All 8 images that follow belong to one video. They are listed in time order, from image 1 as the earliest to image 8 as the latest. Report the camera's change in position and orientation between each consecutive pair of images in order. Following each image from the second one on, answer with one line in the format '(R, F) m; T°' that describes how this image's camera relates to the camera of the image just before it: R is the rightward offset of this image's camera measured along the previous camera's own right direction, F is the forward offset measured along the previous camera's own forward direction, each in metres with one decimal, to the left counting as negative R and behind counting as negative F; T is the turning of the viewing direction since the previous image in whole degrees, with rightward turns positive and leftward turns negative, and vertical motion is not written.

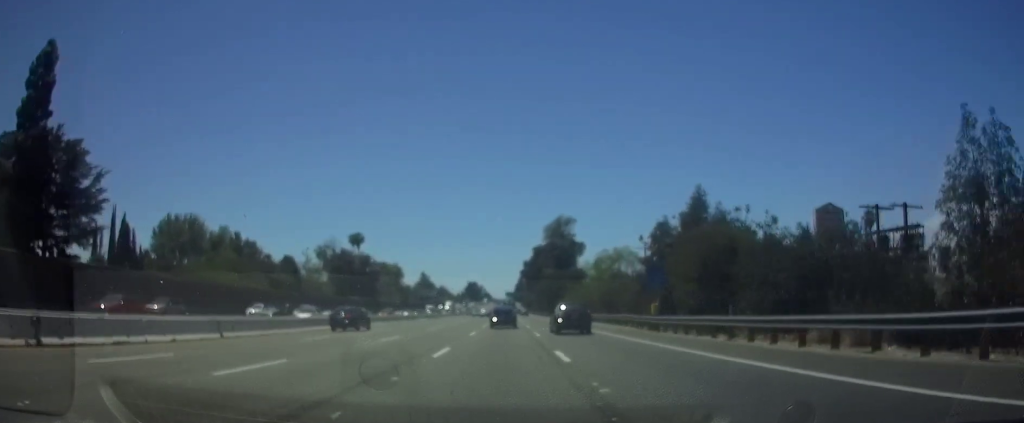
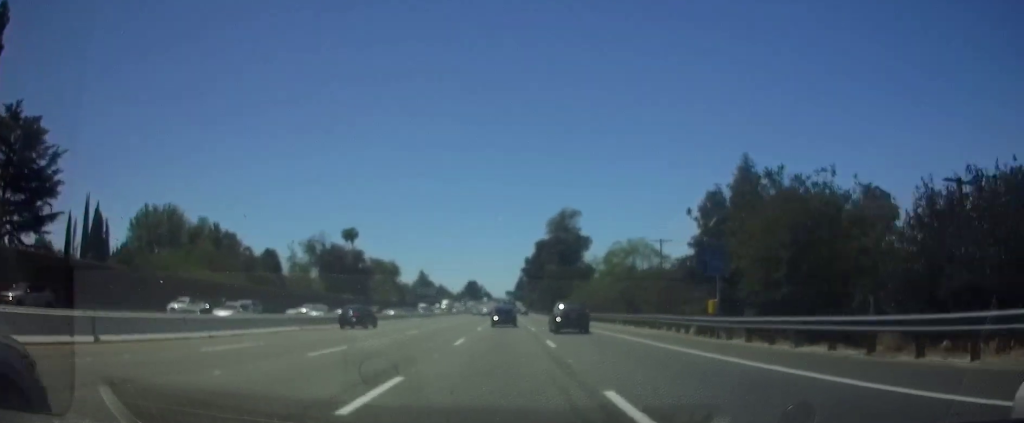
(0.0, +9.2) m; 0°
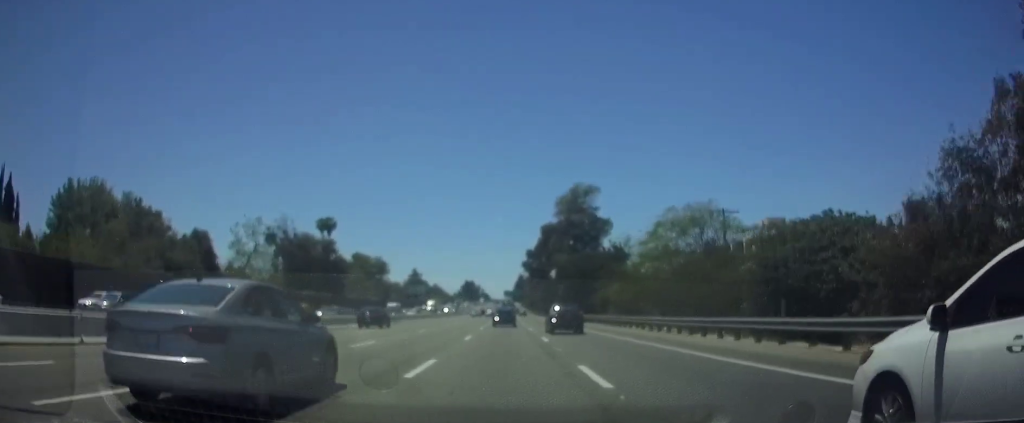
(-0.2, +25.2) m; 0°
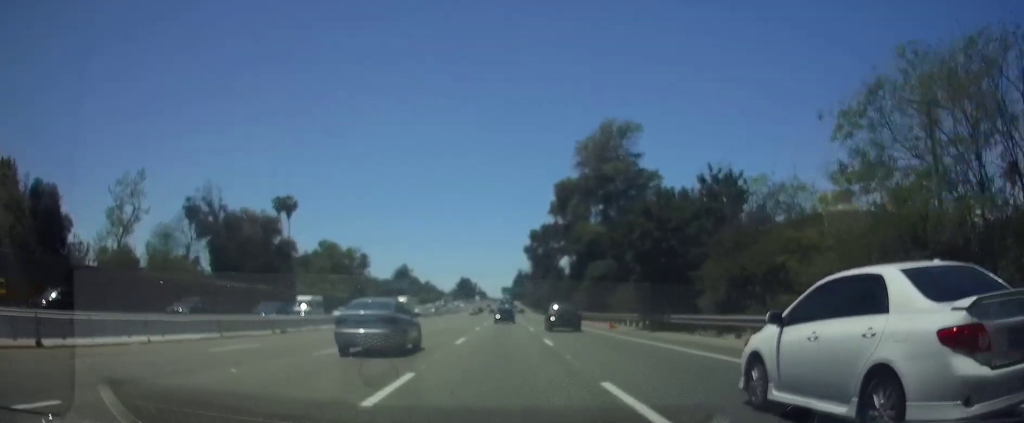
(+0.2, +32.4) m; +1°
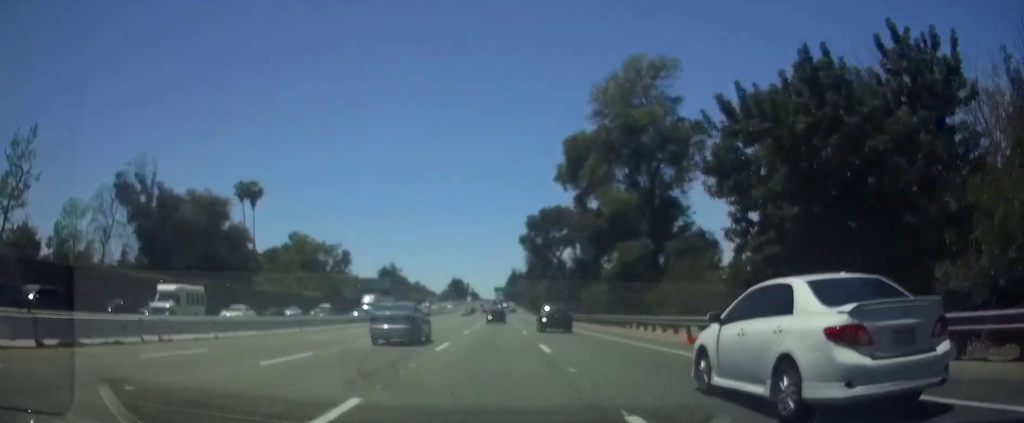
(0.0, +17.9) m; 0°
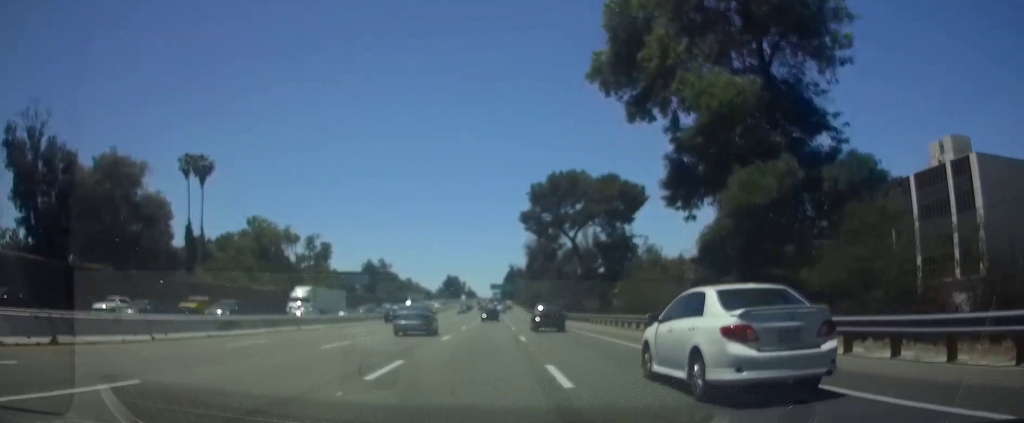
(+0.1, +22.8) m; 0°
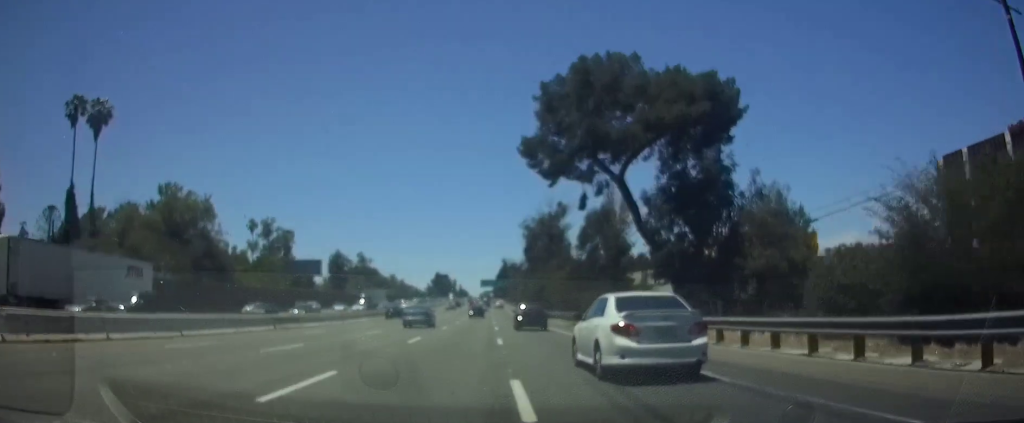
(+0.2, +31.9) m; +1°
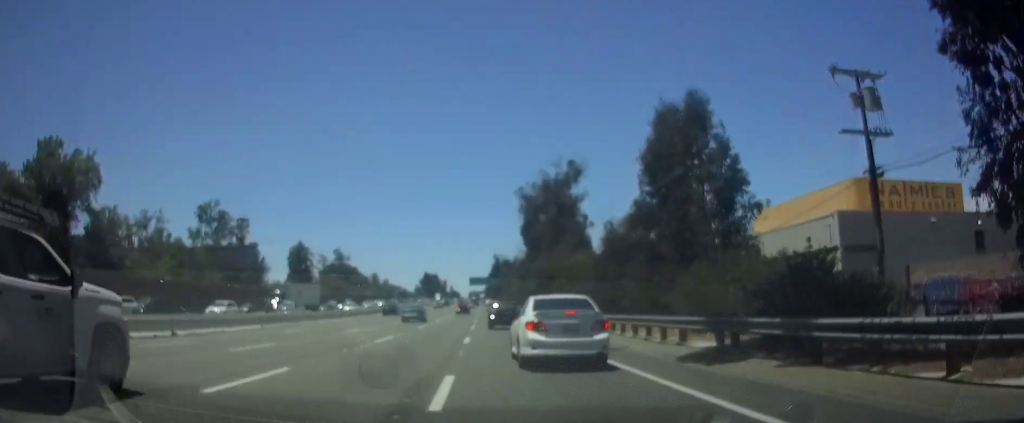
(0.0, +28.2) m; 0°
